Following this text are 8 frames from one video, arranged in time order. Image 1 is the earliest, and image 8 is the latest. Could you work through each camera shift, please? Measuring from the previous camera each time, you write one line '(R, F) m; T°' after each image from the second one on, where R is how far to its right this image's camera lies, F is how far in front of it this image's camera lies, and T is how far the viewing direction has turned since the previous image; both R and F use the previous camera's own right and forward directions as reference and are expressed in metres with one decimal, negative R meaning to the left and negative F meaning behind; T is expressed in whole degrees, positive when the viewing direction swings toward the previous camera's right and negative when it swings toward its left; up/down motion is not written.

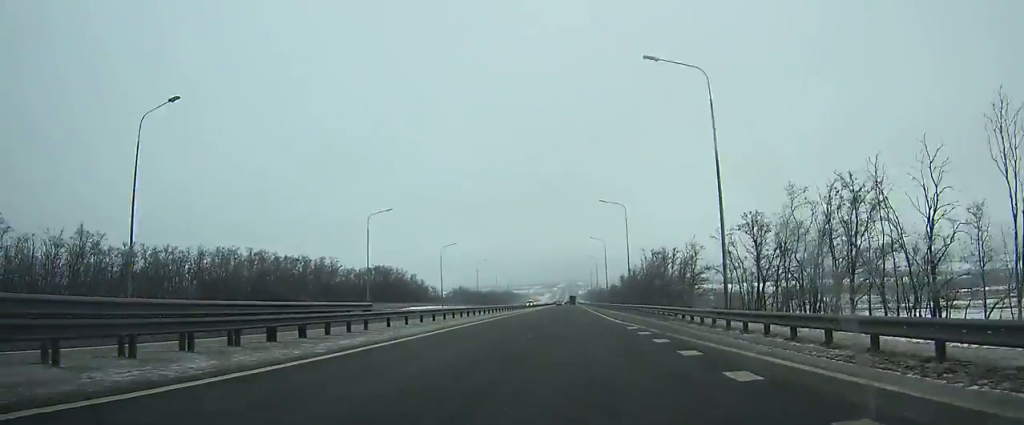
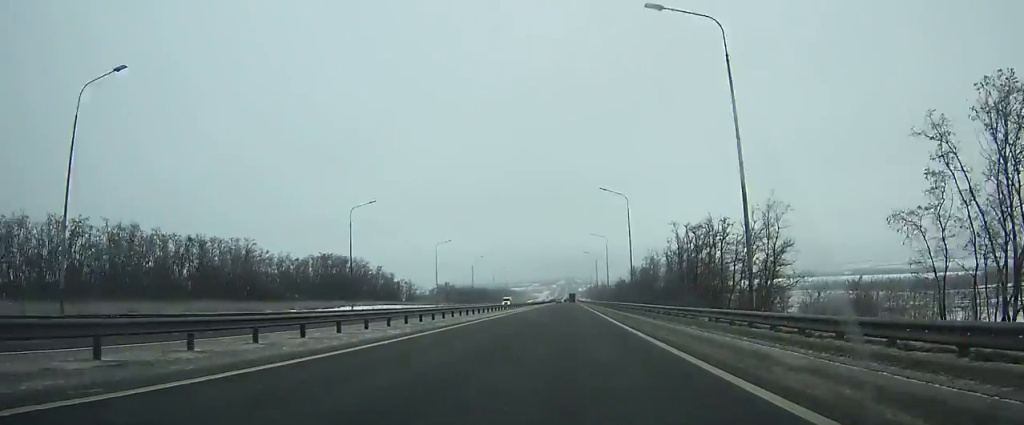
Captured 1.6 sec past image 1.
(0.0, +44.7) m; 0°
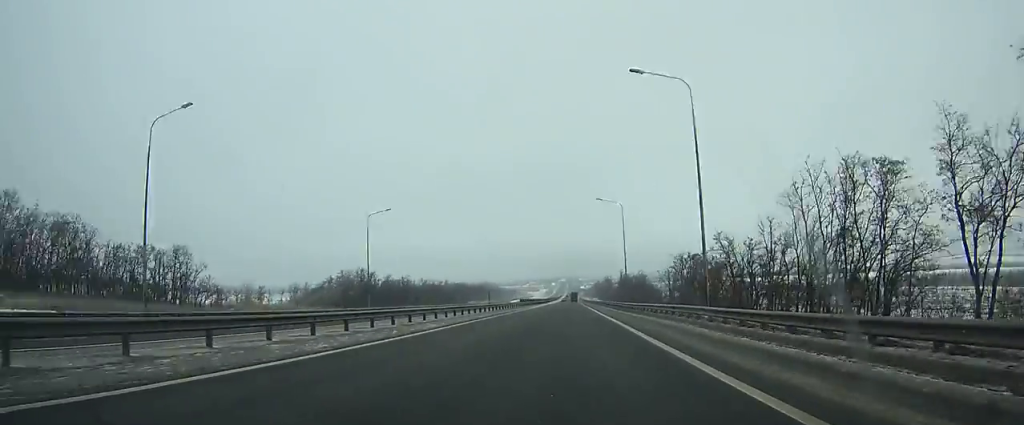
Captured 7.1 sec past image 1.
(-0.1, +154.5) m; 0°
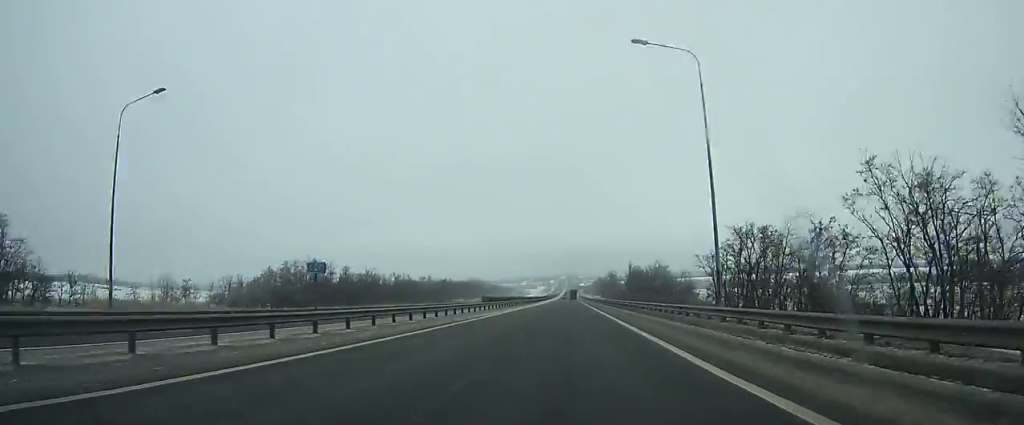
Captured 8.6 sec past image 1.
(-0.1, +42.3) m; 0°
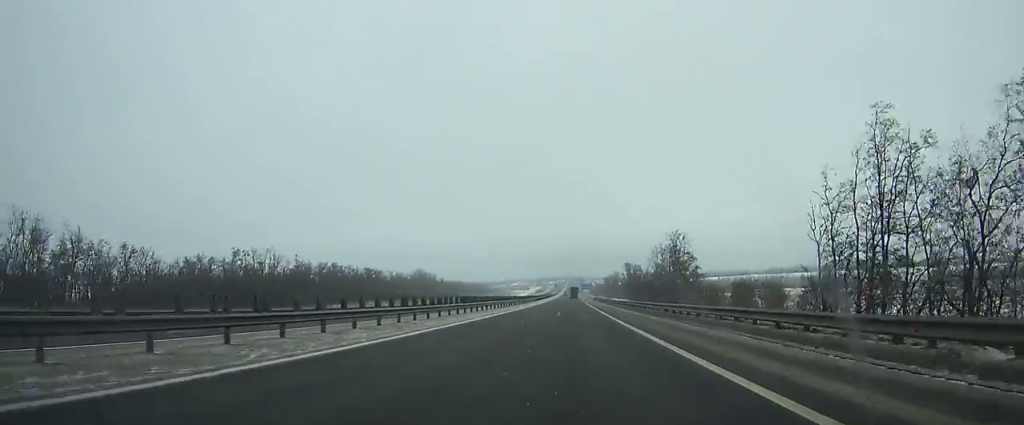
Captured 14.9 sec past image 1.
(+0.1, +178.6) m; 0°
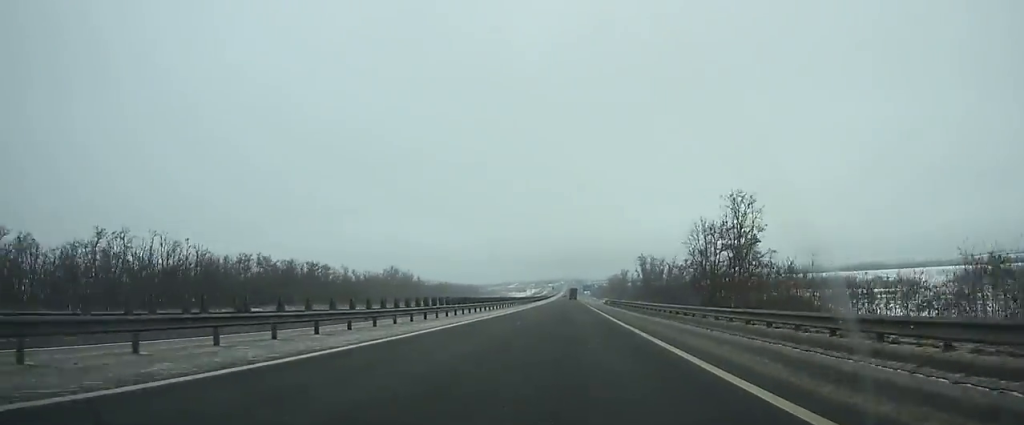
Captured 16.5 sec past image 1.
(0.0, +45.3) m; 0°
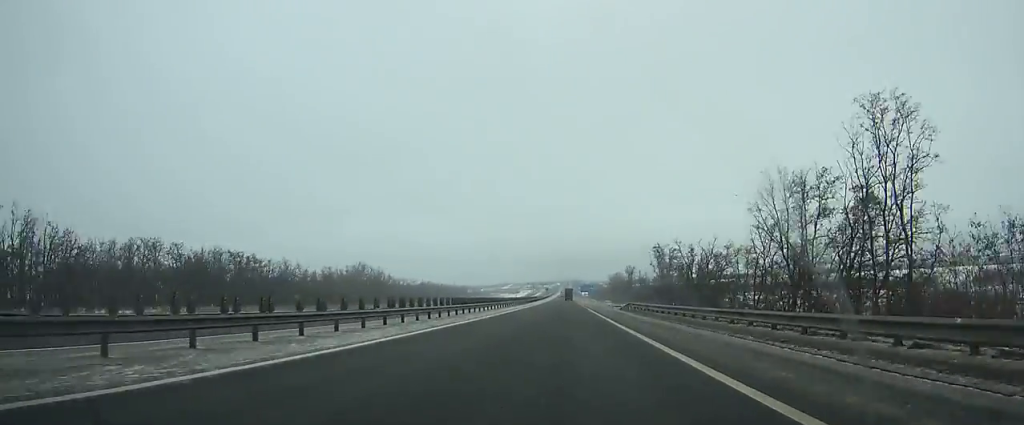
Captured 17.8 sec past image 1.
(0.0, +36.8) m; 0°
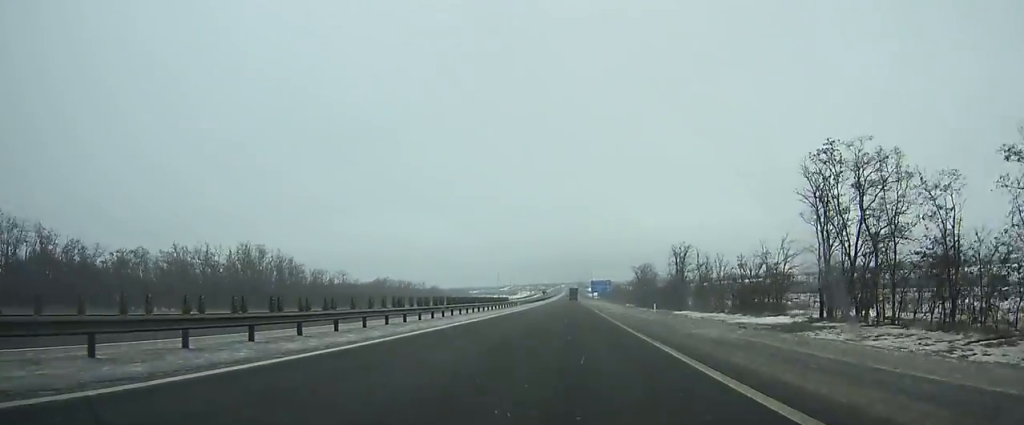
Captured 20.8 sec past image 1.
(-0.1, +84.9) m; 0°
